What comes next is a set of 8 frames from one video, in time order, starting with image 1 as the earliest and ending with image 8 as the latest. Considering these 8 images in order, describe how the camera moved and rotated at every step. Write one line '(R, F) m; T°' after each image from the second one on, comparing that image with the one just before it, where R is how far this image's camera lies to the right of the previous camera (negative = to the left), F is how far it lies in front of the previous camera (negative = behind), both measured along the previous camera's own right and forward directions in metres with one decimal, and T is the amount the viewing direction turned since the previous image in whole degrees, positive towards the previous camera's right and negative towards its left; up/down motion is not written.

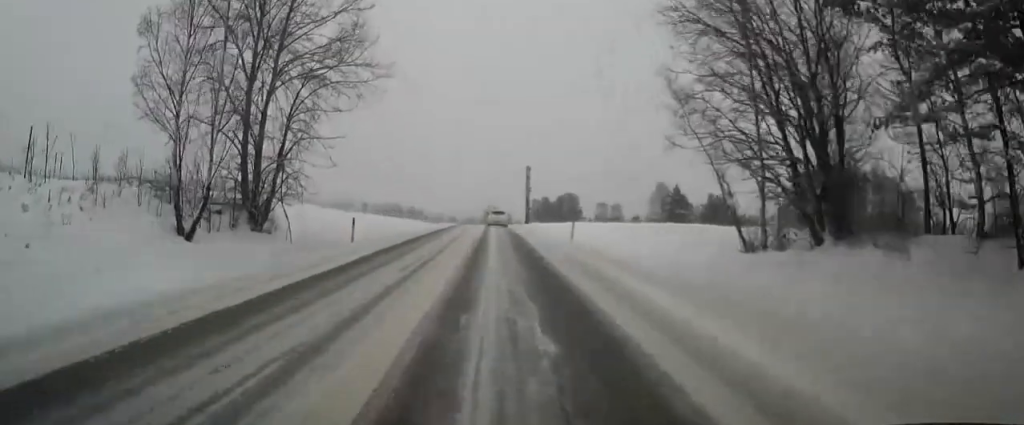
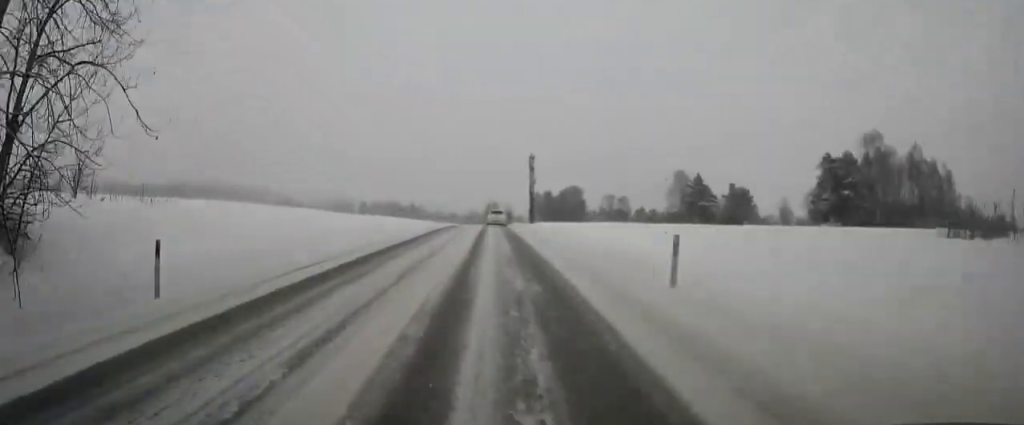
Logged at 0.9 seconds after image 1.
(-0.1, +13.4) m; 0°
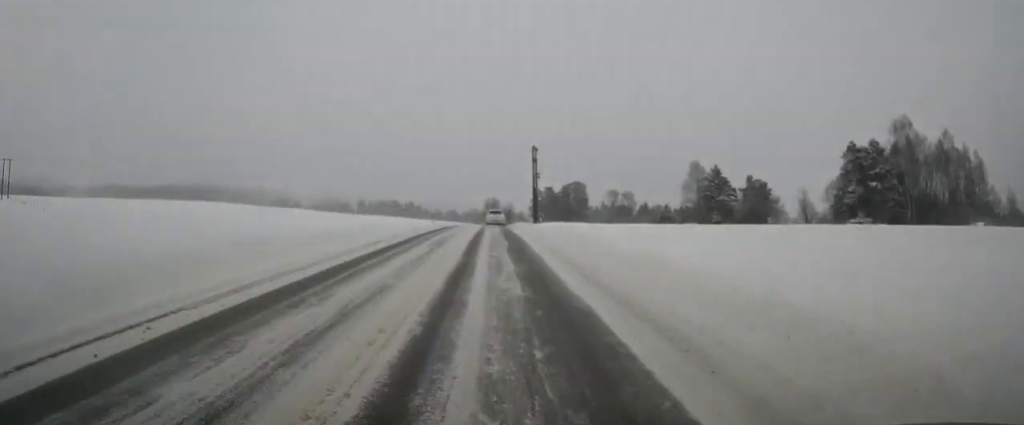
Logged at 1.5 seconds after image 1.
(+0.1, +9.3) m; 0°
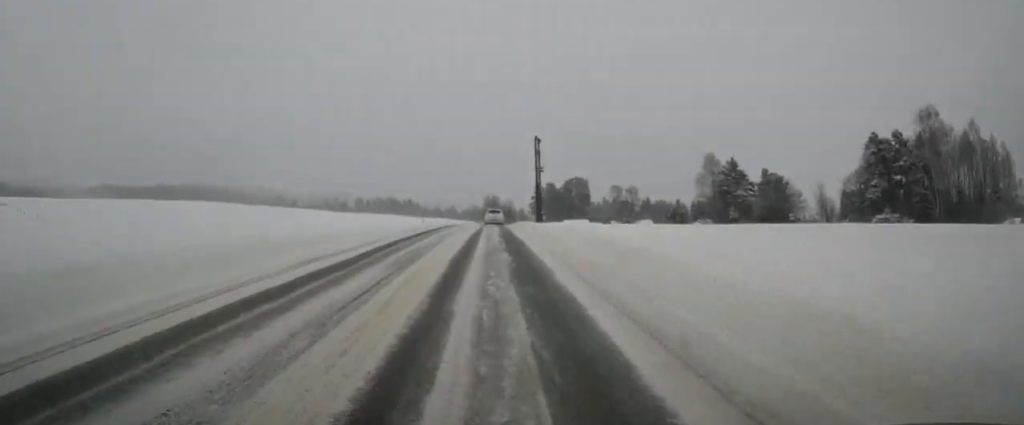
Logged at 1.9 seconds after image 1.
(0.0, +7.3) m; 0°
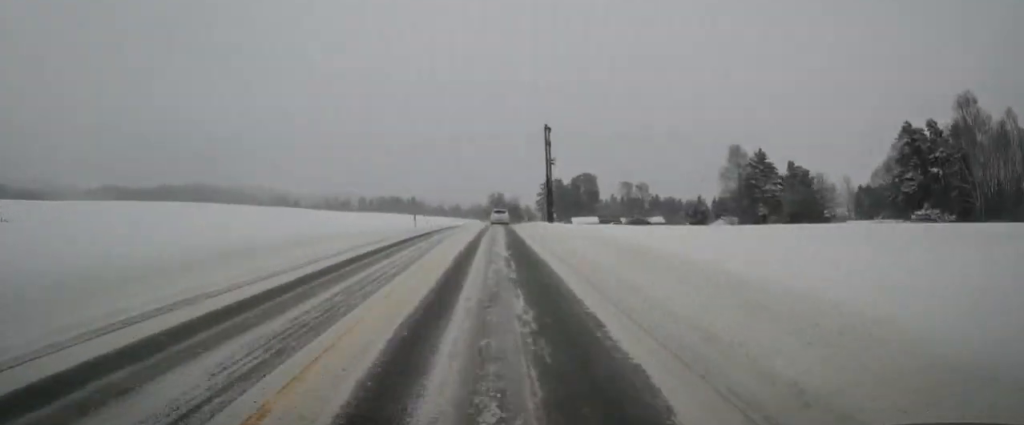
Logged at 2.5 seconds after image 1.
(0.0, +8.5) m; 0°
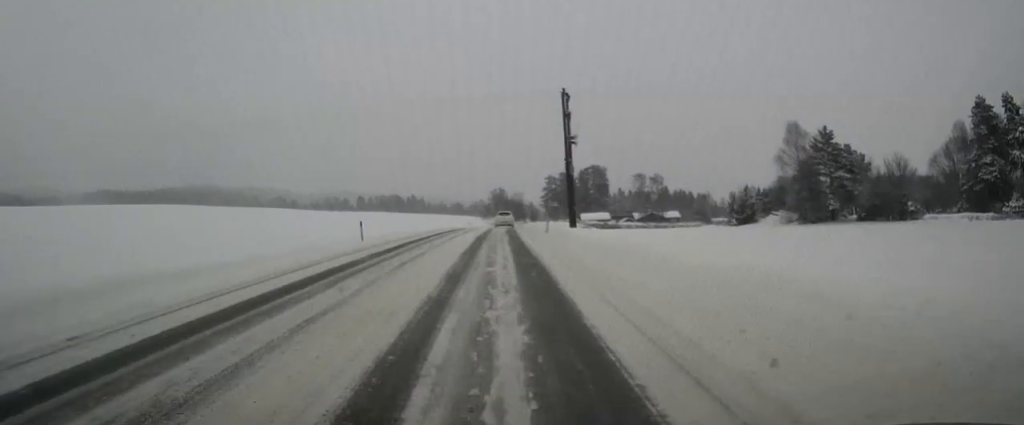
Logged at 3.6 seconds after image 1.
(0.0, +17.7) m; -1°
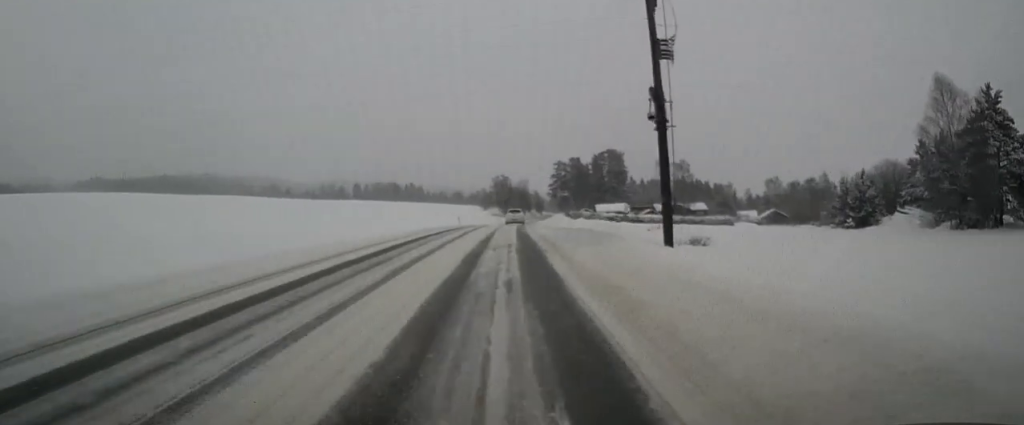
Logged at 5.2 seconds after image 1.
(-0.1, +26.3) m; 0°
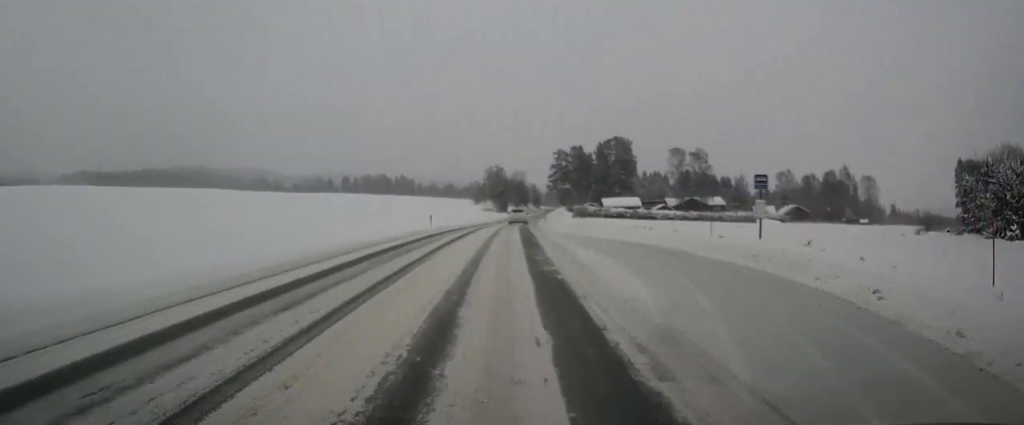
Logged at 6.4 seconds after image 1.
(+0.1, +20.5) m; 0°
